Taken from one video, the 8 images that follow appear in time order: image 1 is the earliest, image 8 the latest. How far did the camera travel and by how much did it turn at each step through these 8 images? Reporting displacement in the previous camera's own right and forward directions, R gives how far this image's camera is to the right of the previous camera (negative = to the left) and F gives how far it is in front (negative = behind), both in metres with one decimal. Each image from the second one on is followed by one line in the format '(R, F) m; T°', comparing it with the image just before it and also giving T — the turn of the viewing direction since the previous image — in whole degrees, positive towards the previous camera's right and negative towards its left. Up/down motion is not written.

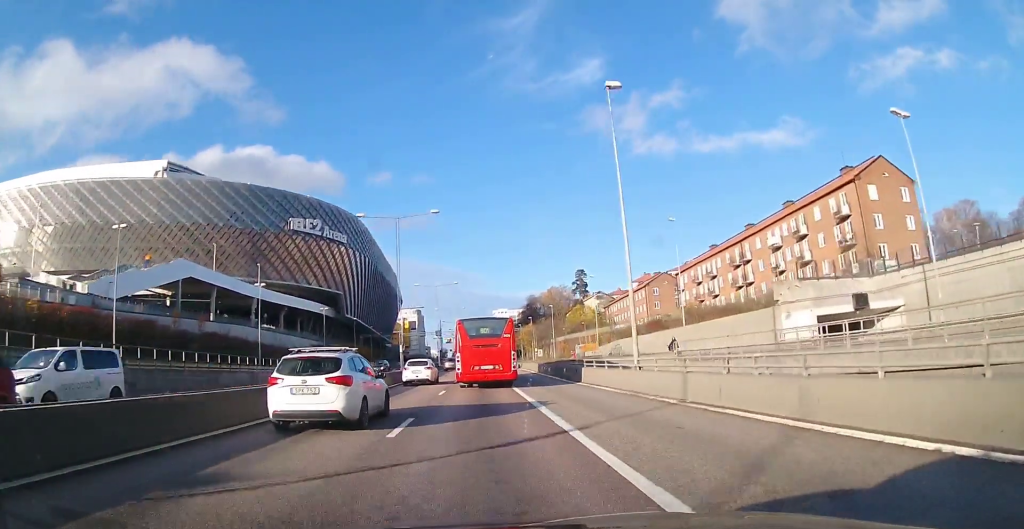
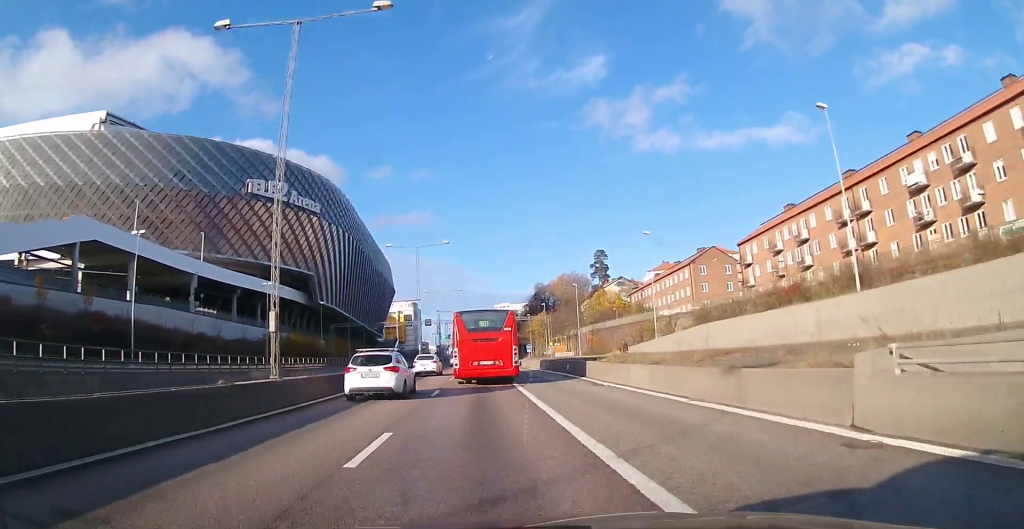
(+0.3, +26.5) m; +1°
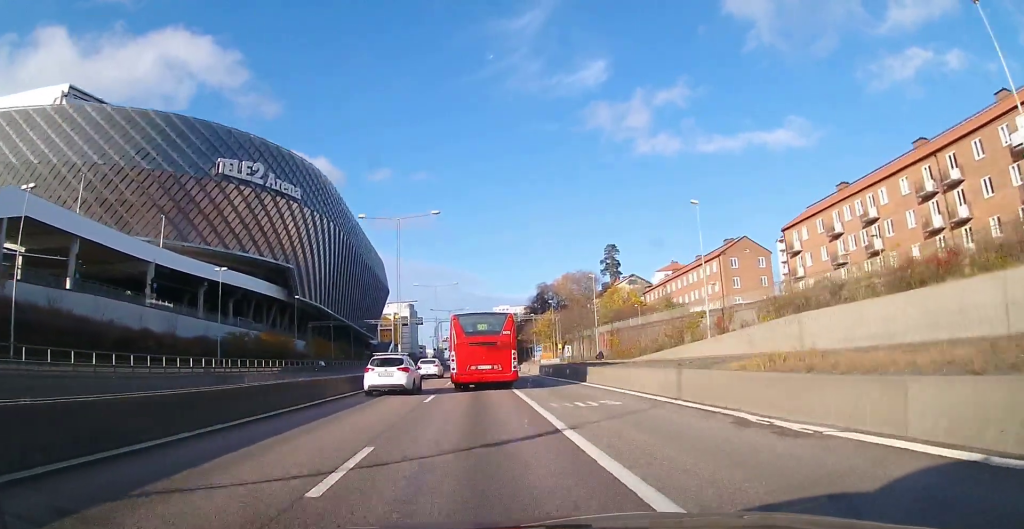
(+0.1, +13.2) m; -1°
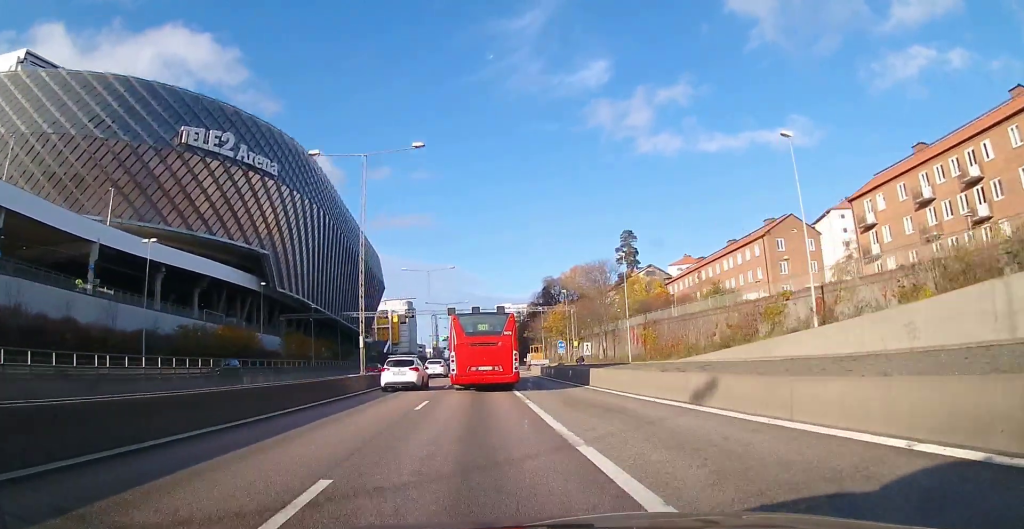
(-0.3, +14.3) m; 0°
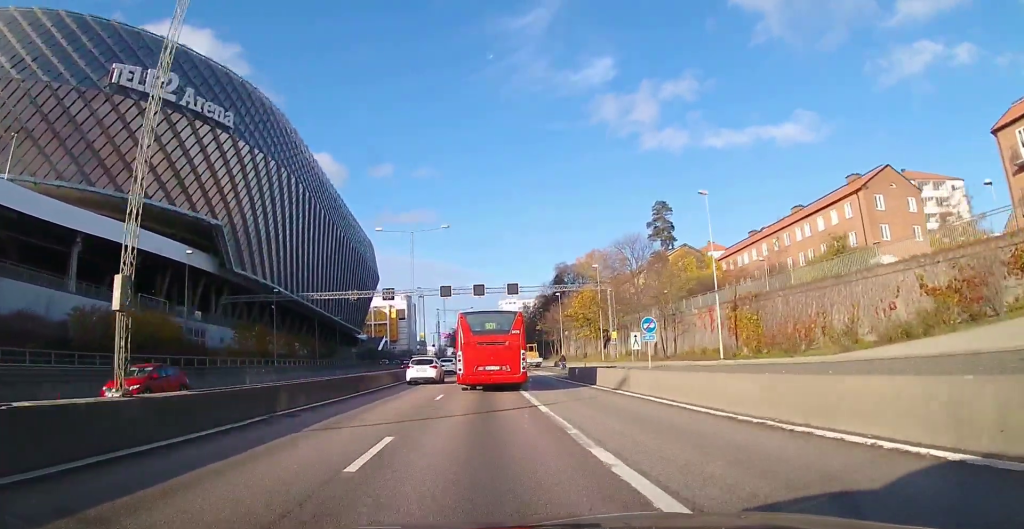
(+0.2, +20.7) m; 0°
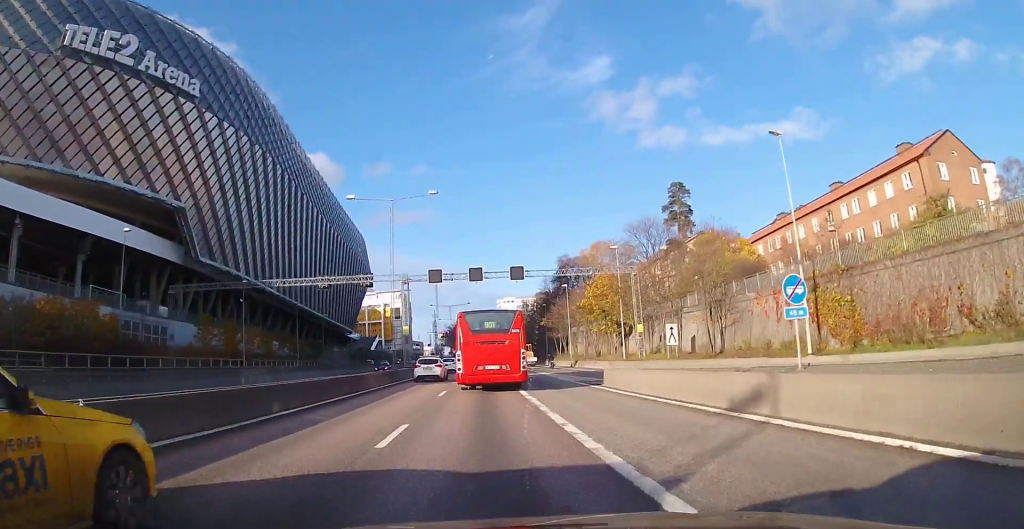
(-0.1, +10.3) m; -1°
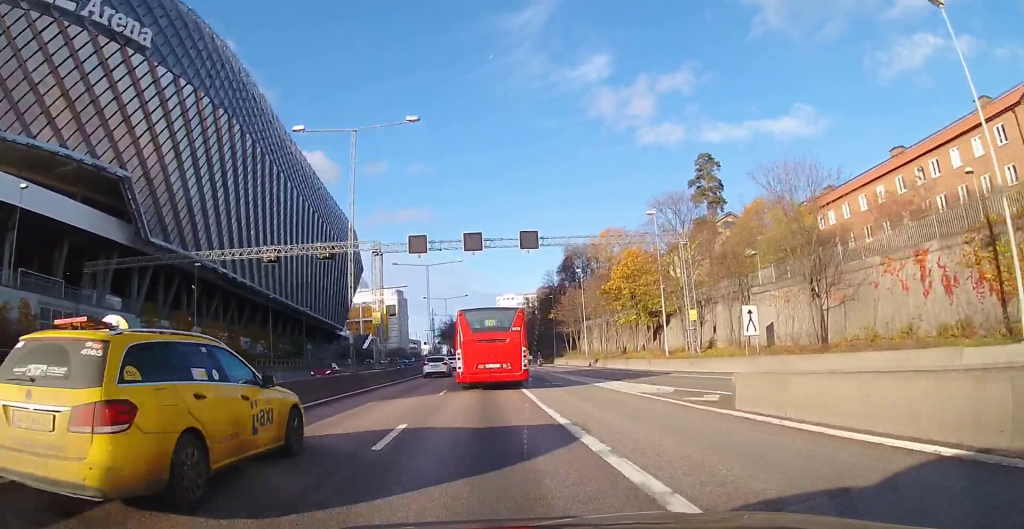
(0.0, +12.5) m; 0°
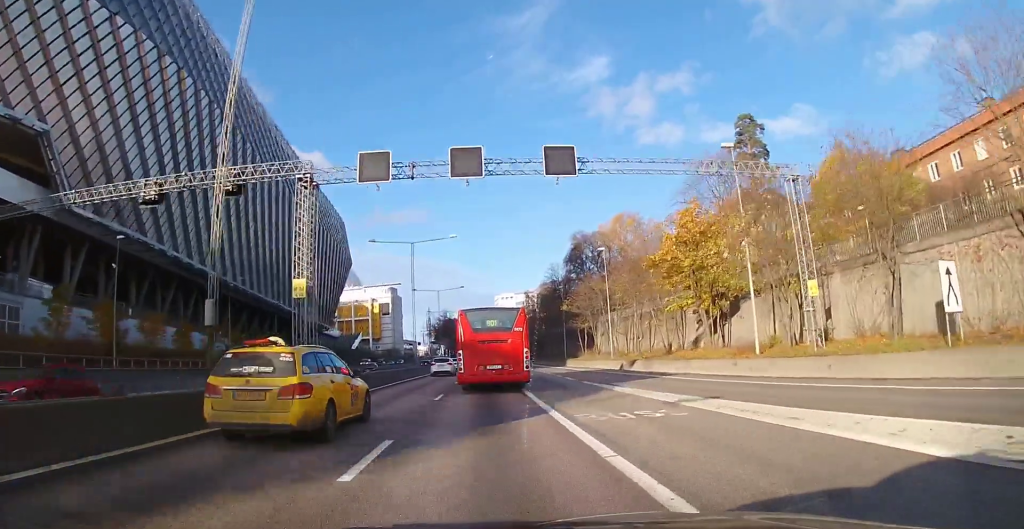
(0.0, +14.1) m; +1°
